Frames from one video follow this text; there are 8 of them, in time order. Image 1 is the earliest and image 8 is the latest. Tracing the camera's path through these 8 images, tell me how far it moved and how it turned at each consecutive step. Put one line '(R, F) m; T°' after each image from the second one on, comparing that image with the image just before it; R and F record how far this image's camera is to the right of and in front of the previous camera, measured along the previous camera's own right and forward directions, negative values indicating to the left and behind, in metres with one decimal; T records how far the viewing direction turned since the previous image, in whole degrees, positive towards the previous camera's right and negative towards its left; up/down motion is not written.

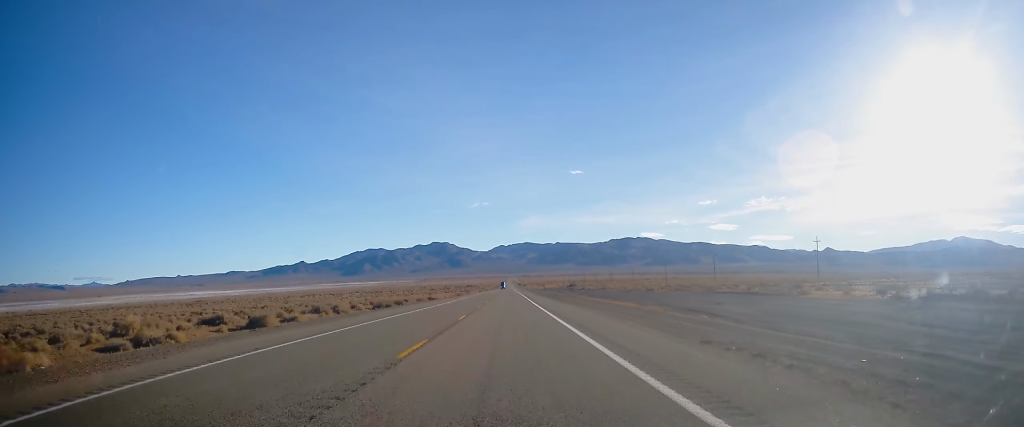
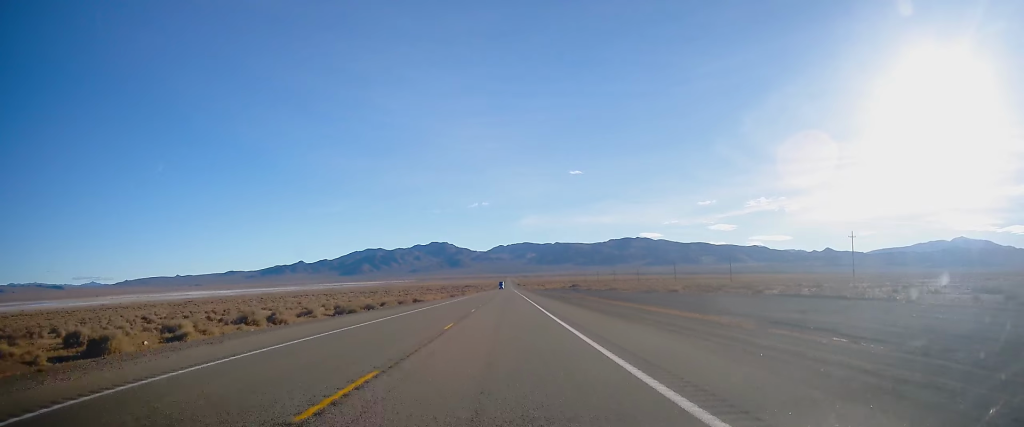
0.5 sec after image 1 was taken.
(+0.2, +16.8) m; 0°
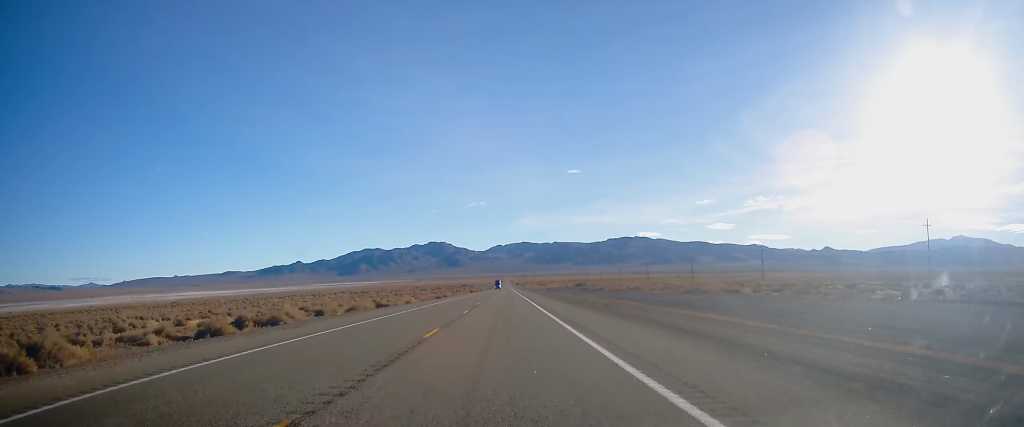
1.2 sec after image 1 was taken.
(+0.1, +27.6) m; 0°
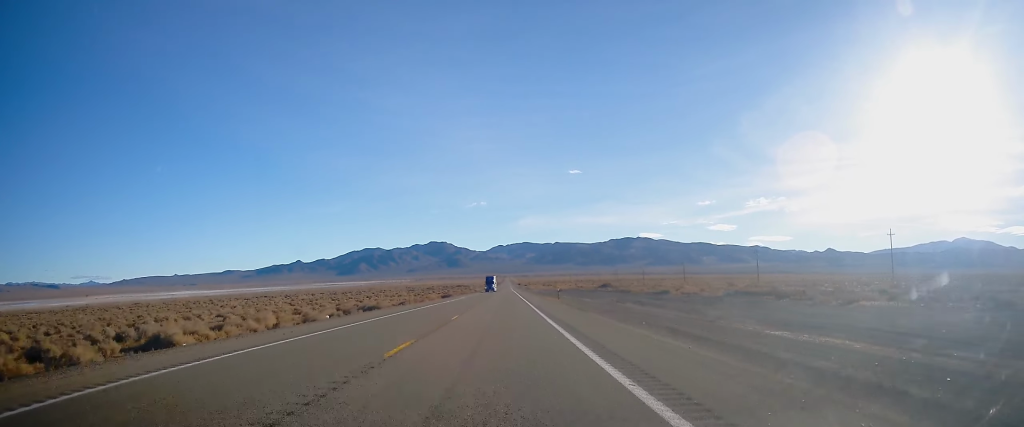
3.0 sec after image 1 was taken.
(-0.2, +63.7) m; -1°
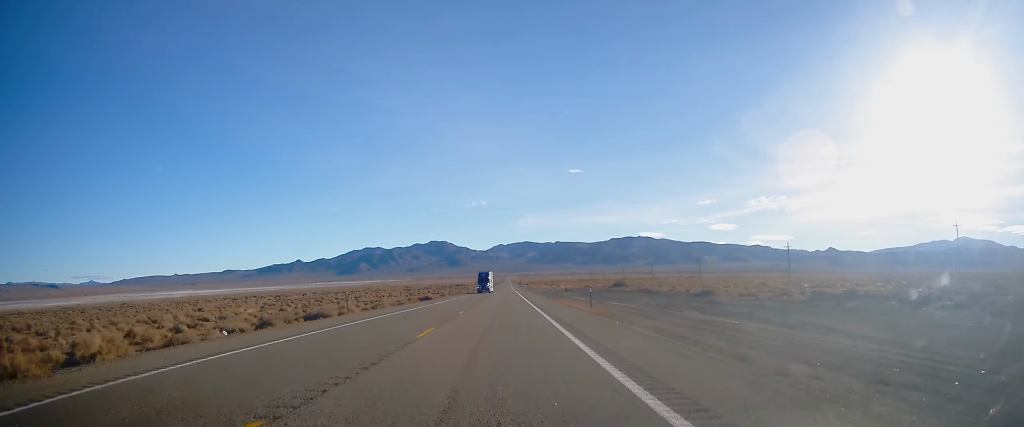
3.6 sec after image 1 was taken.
(-0.2, +20.4) m; 0°
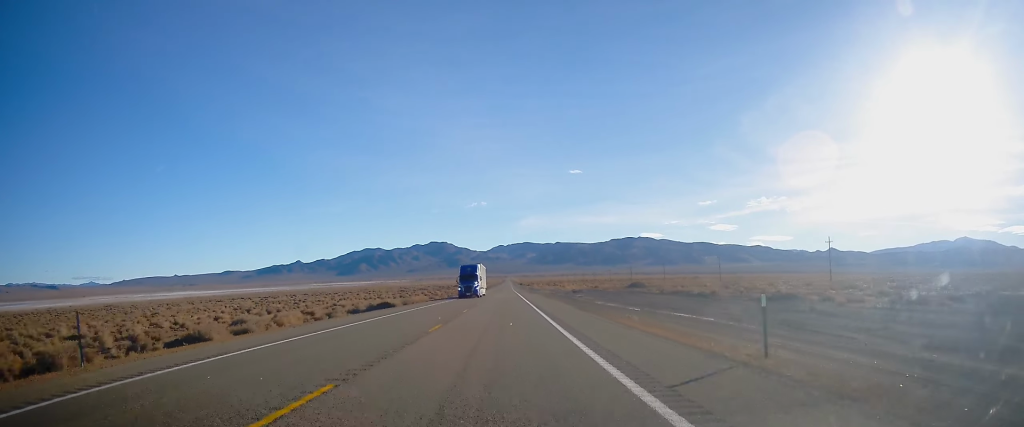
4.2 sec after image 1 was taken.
(0.0, +21.6) m; 0°
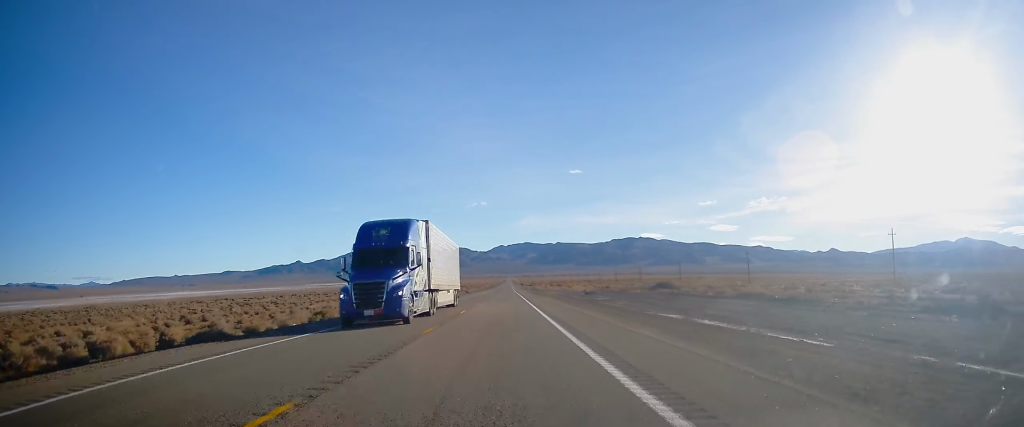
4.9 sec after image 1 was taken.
(0.0, +25.4) m; 0°
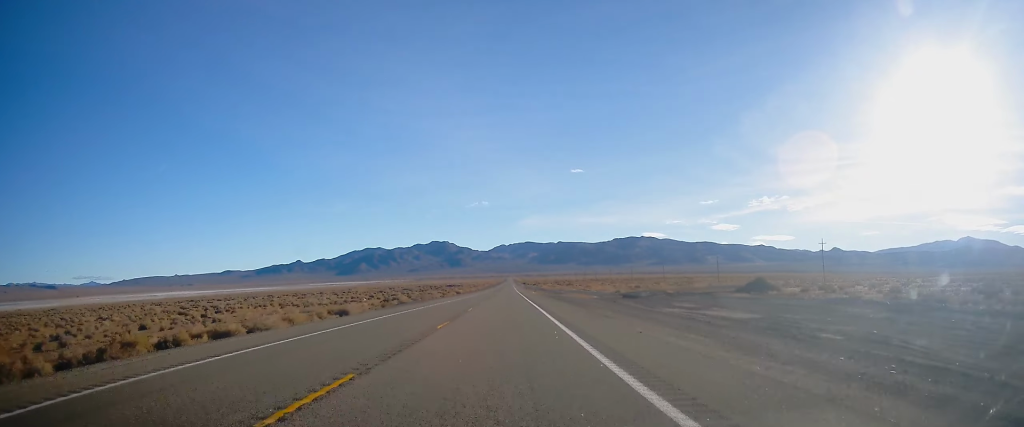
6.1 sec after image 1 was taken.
(+0.3, +46.4) m; 0°
